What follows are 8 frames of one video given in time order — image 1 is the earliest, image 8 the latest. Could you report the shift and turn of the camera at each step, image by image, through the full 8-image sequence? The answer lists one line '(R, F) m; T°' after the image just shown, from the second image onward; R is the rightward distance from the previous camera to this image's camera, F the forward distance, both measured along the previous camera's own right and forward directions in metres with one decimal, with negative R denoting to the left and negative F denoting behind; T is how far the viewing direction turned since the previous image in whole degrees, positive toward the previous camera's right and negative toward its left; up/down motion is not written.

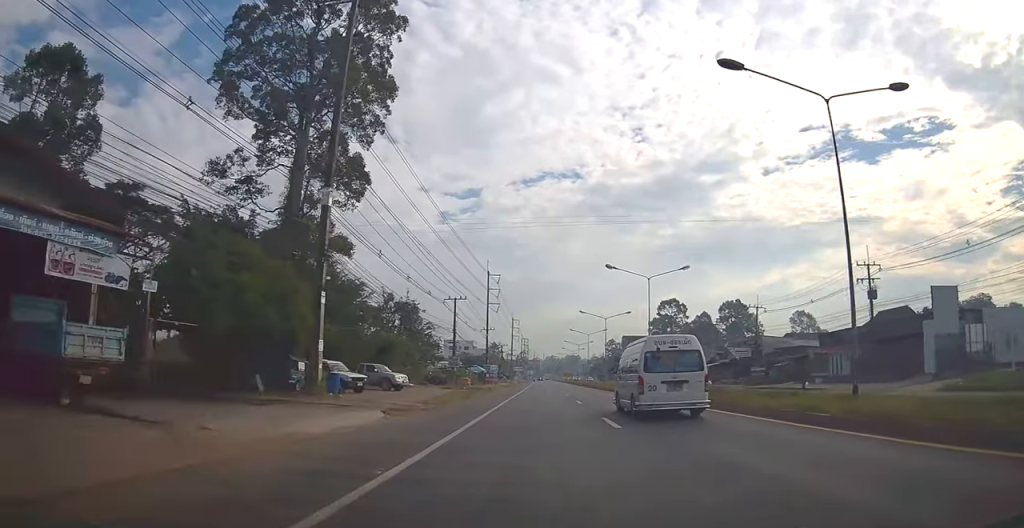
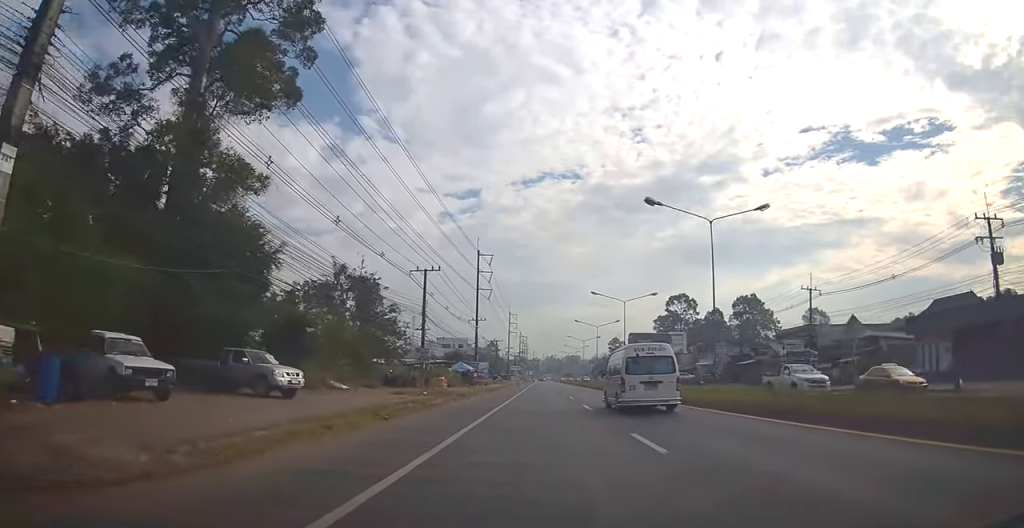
(0.0, +16.1) m; 0°
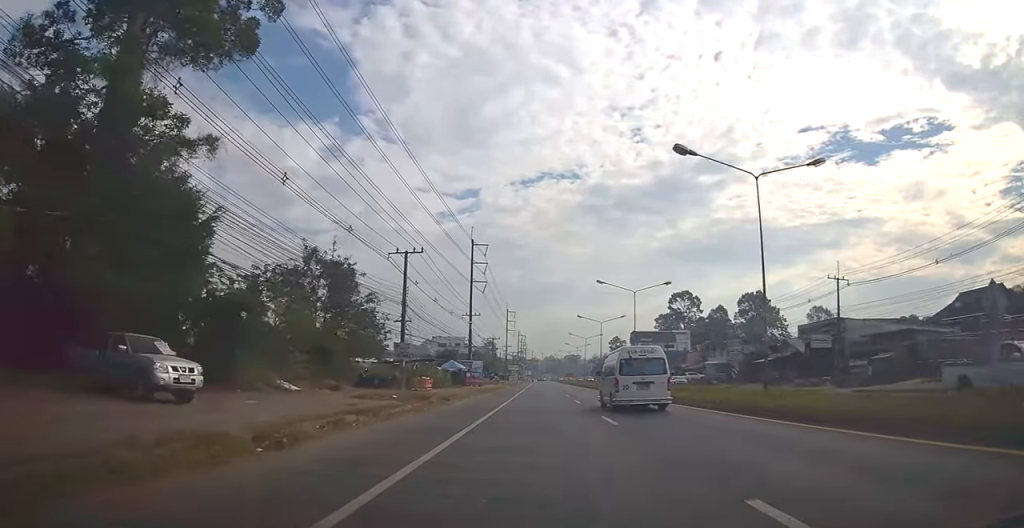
(0.0, +6.4) m; 0°
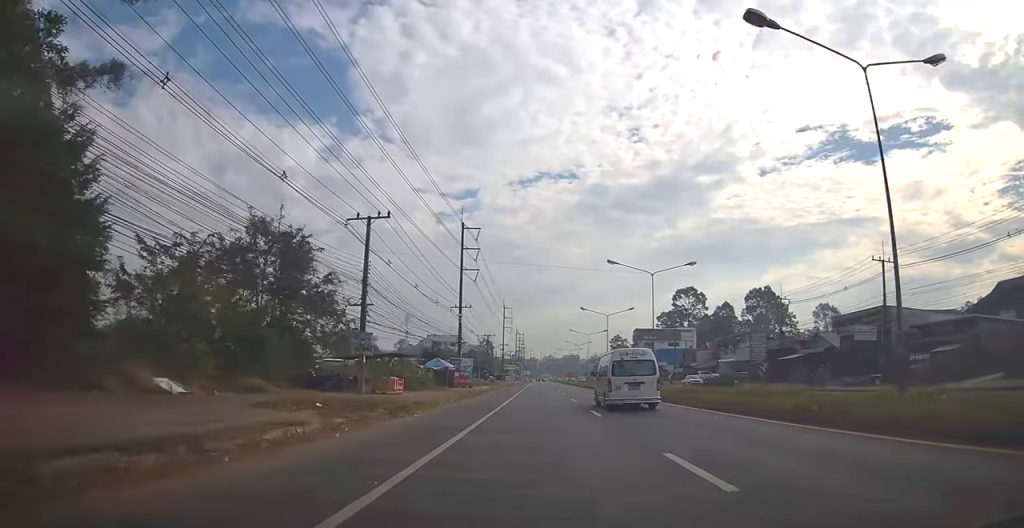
(0.0, +8.5) m; 0°
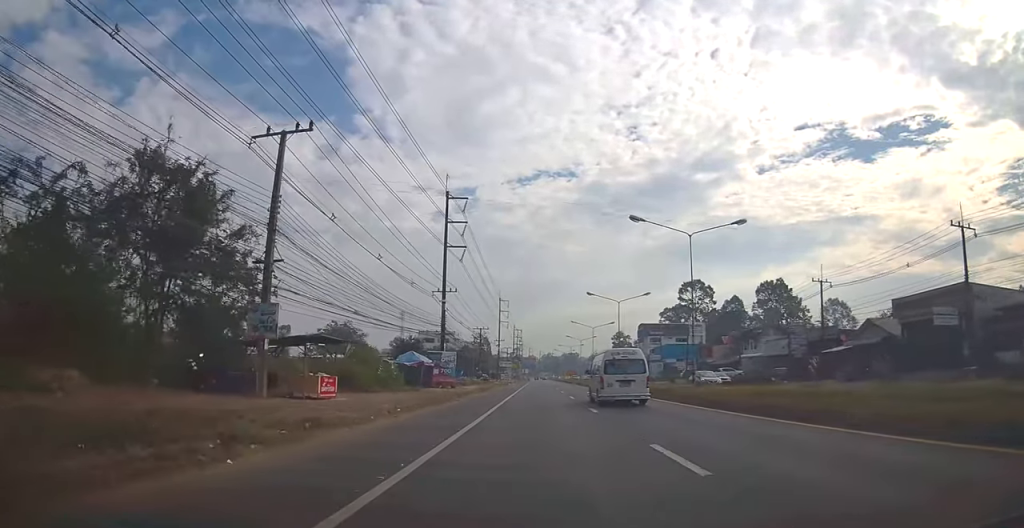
(-0.1, +10.9) m; 0°
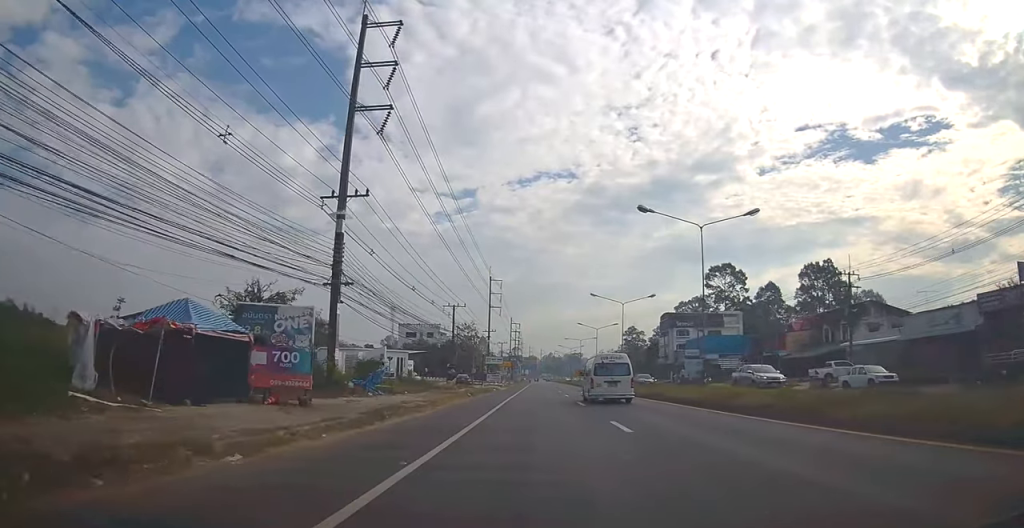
(+0.1, +29.9) m; 0°
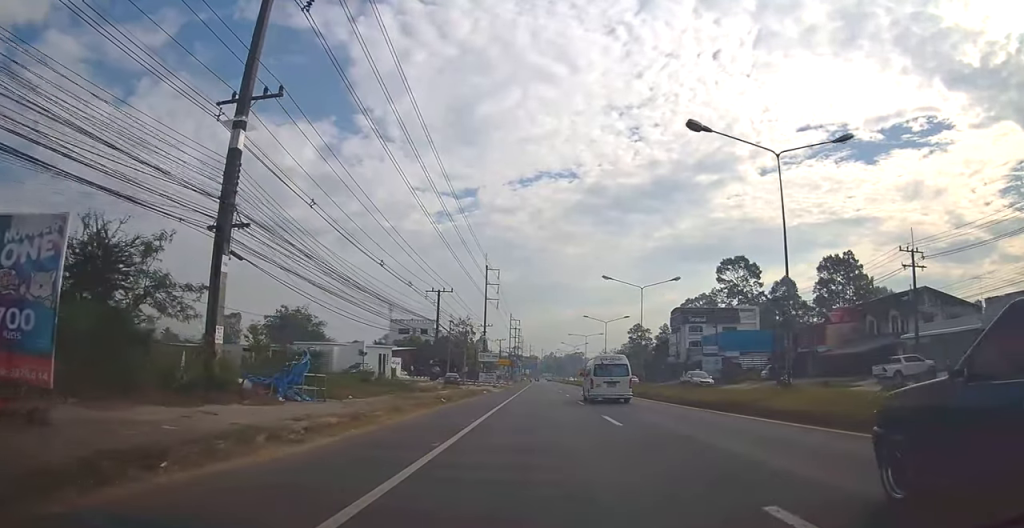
(-0.1, +10.1) m; 0°
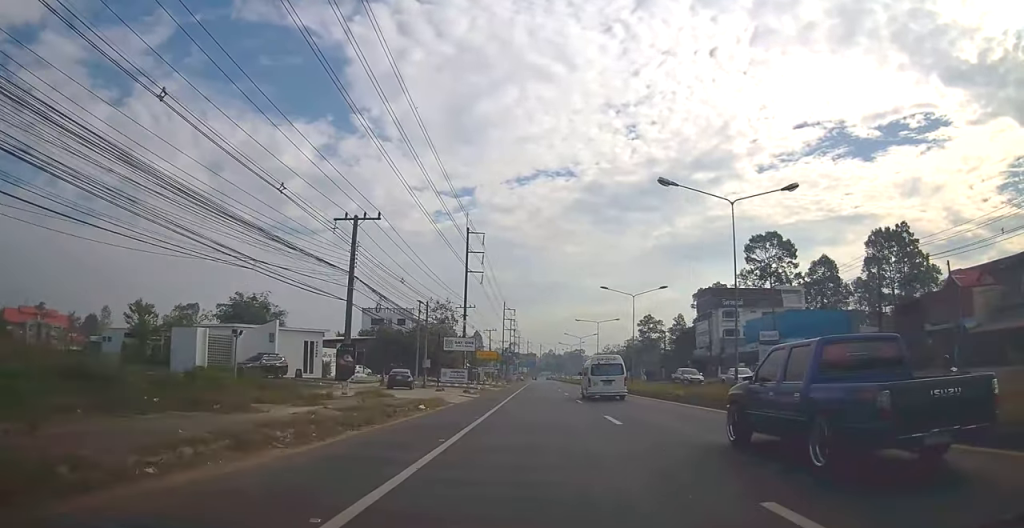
(+0.4, +23.2) m; +1°
